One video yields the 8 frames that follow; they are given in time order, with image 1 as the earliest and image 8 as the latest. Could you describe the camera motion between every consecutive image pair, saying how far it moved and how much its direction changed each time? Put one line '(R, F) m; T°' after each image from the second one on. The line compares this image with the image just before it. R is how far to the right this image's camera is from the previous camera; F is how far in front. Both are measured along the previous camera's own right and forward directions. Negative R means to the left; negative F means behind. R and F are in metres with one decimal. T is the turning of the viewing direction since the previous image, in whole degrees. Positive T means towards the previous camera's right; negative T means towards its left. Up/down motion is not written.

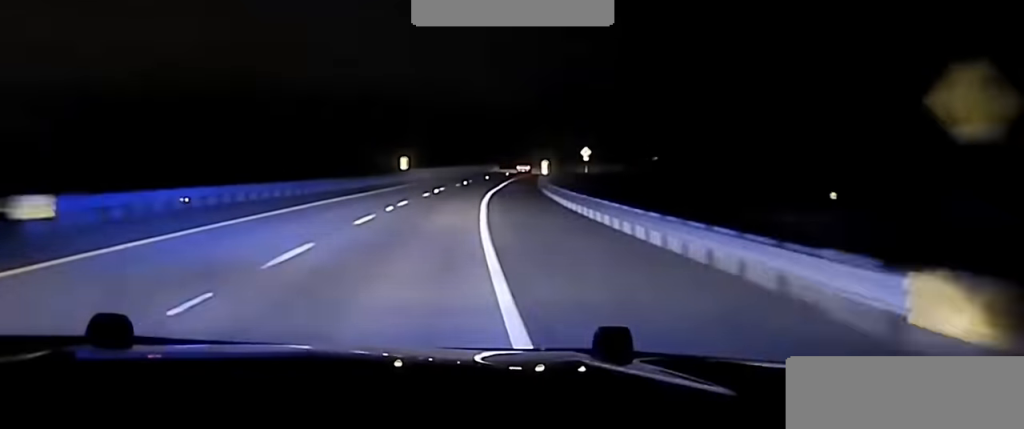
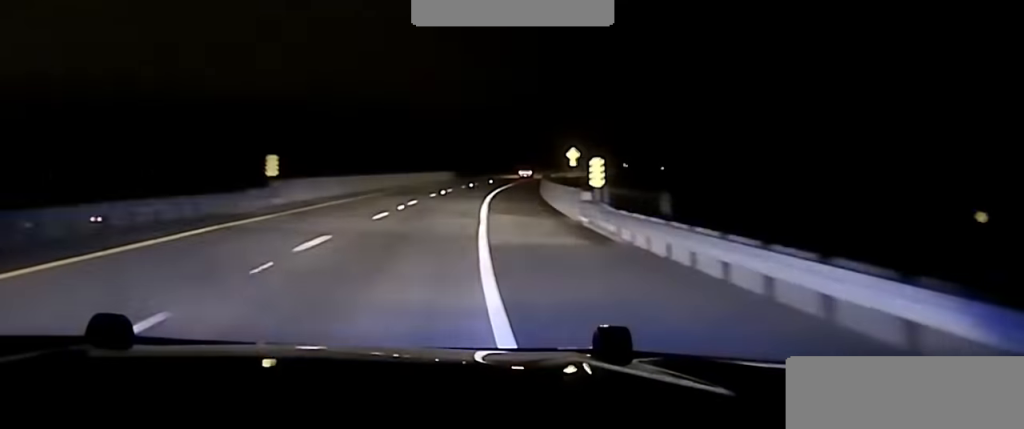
(+1.6, +42.7) m; +4°
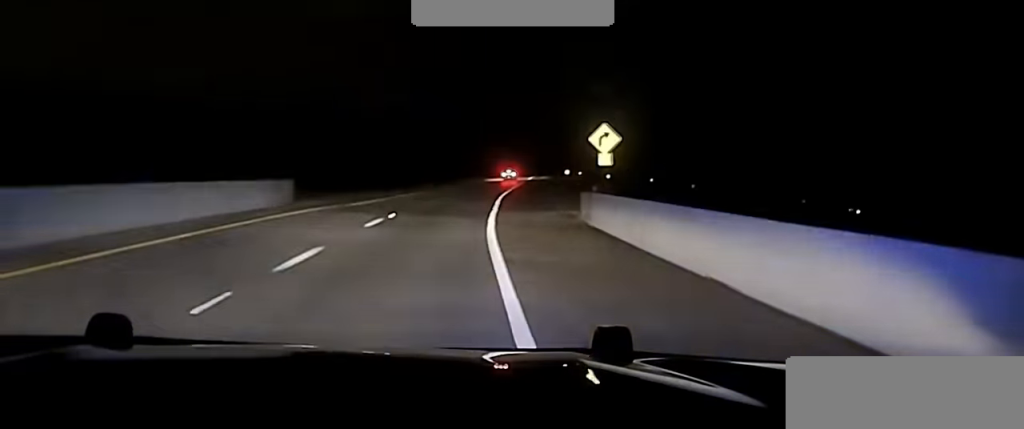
(+2.9, +72.2) m; +6°
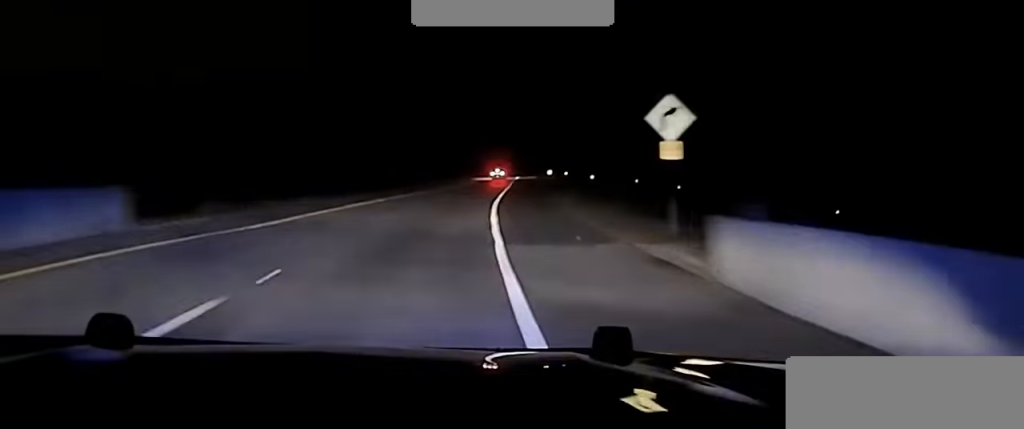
(+0.8, +18.0) m; +2°
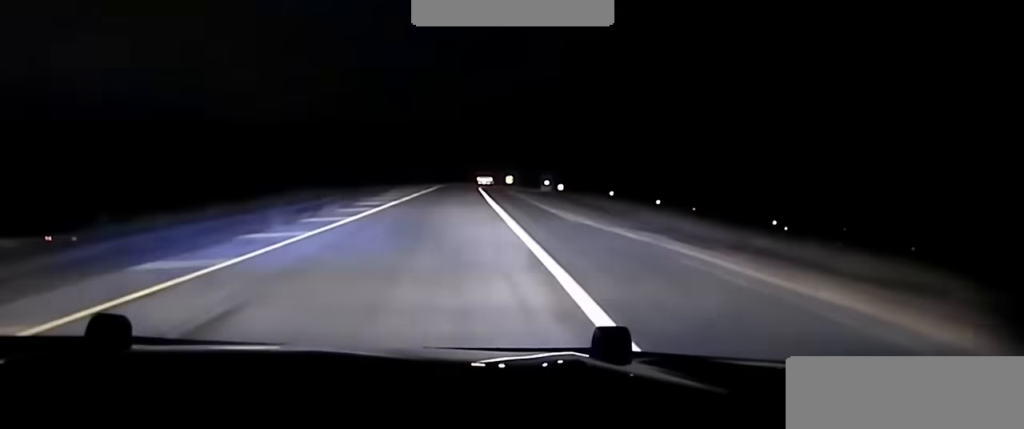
(+3.3, +75.7) m; +5°
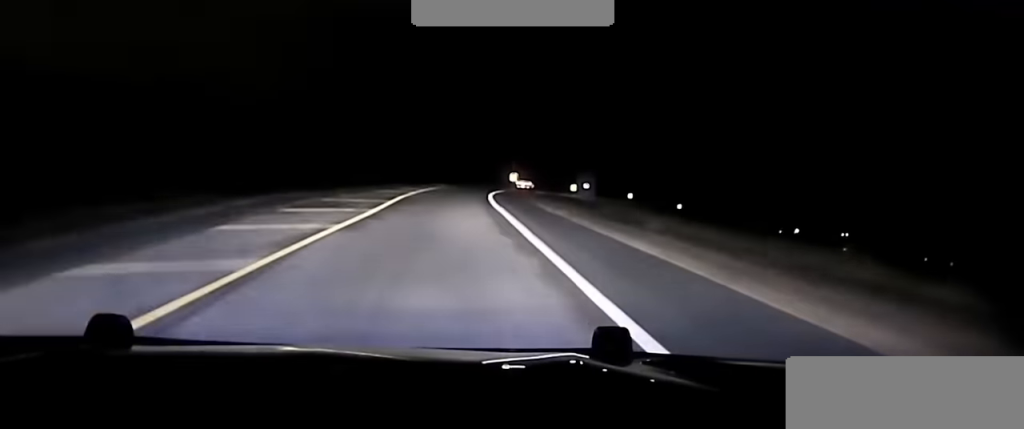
(+1.3, +50.0) m; +2°
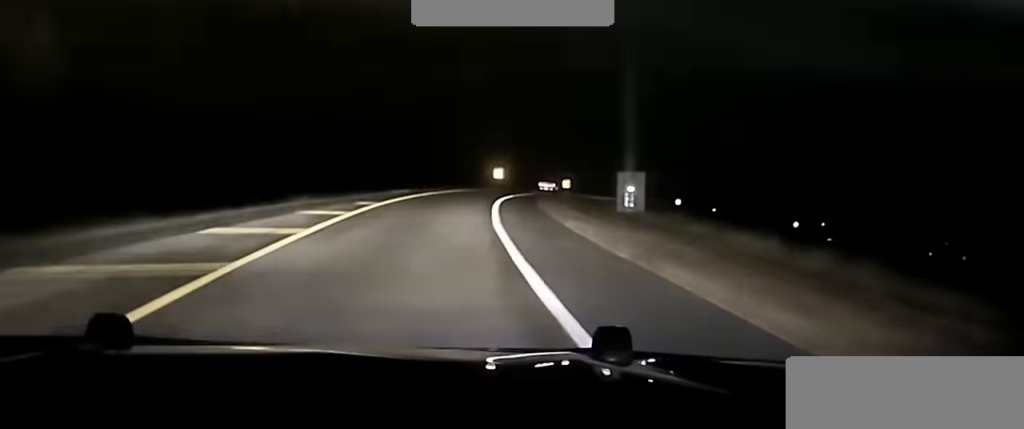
(+0.2, +33.5) m; +1°
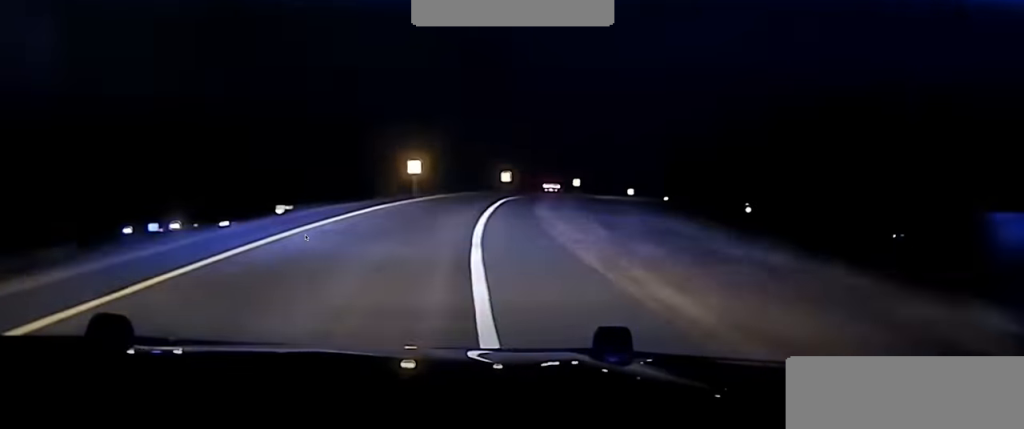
(+0.8, +45.0) m; +4°
